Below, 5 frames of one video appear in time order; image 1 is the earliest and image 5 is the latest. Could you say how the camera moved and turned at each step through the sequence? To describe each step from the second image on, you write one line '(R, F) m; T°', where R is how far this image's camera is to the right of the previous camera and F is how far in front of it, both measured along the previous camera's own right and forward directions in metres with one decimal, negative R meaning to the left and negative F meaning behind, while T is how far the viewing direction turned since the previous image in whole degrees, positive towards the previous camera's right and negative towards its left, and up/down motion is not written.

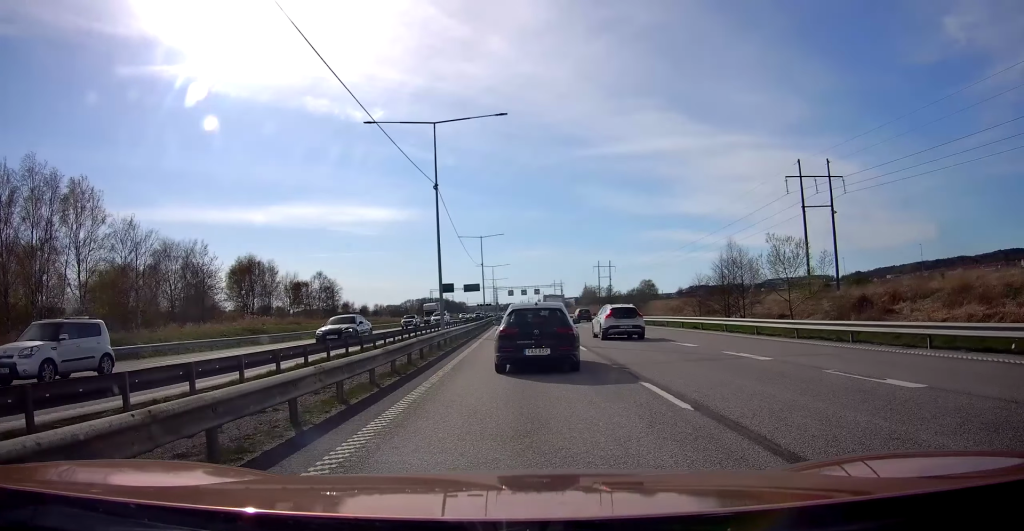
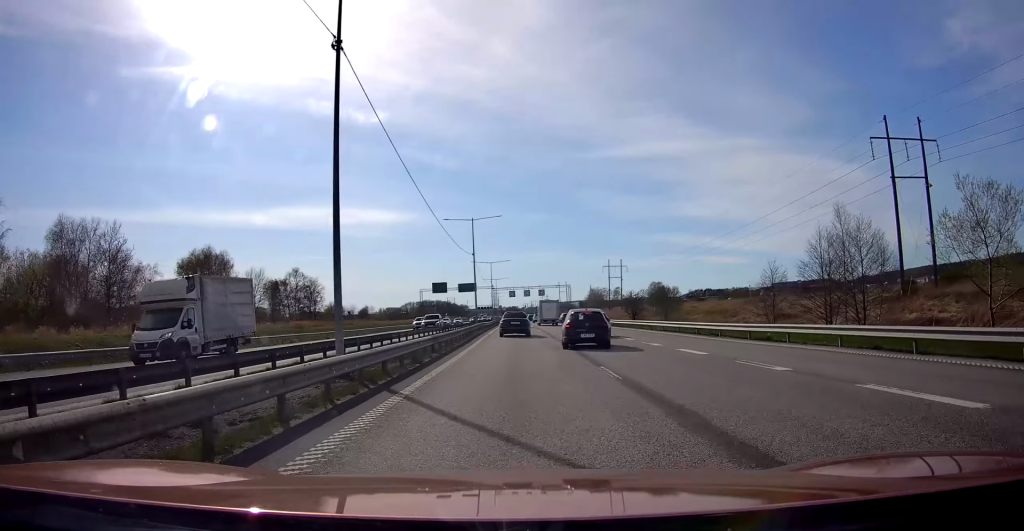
(+0.3, +17.3) m; -1°
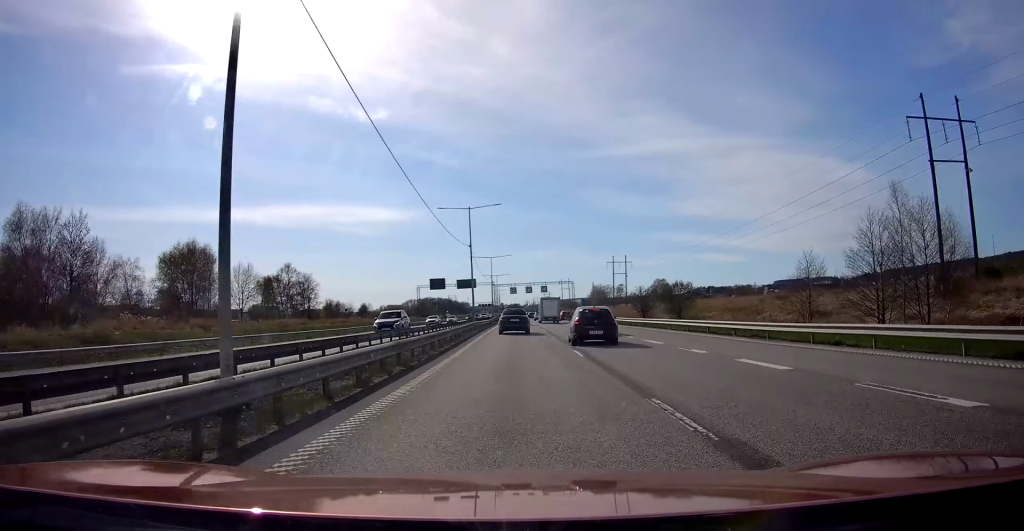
(0.0, +5.2) m; 0°
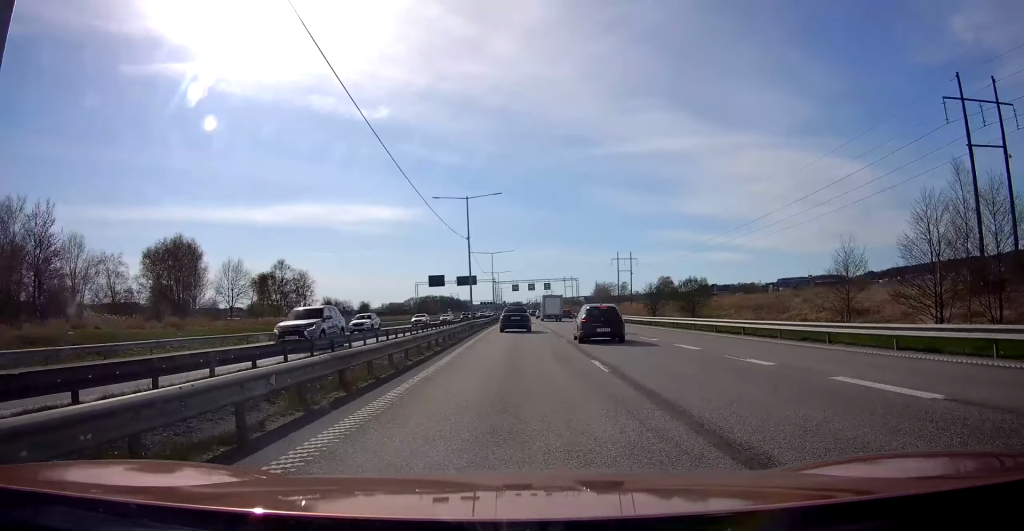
(-0.1, +4.8) m; +1°
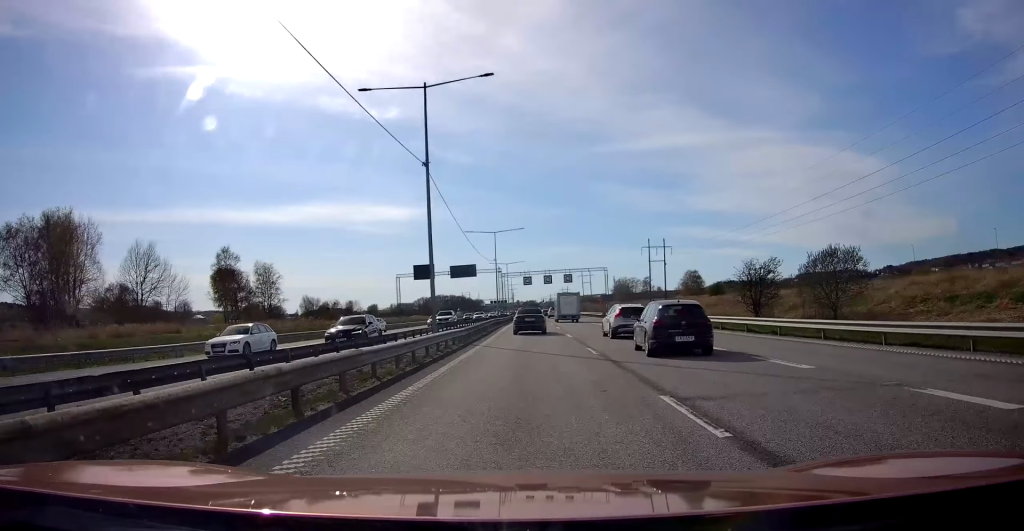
(0.0, +30.2) m; 0°
